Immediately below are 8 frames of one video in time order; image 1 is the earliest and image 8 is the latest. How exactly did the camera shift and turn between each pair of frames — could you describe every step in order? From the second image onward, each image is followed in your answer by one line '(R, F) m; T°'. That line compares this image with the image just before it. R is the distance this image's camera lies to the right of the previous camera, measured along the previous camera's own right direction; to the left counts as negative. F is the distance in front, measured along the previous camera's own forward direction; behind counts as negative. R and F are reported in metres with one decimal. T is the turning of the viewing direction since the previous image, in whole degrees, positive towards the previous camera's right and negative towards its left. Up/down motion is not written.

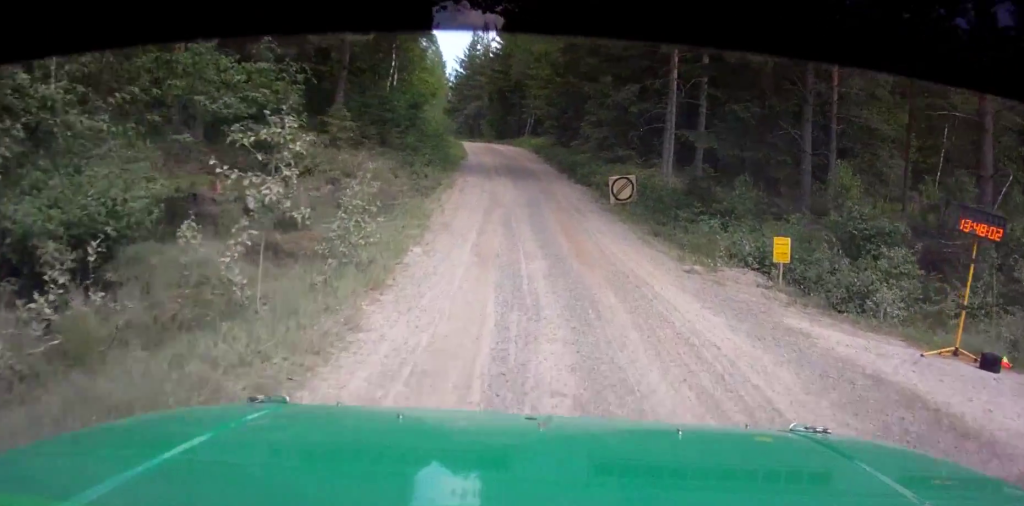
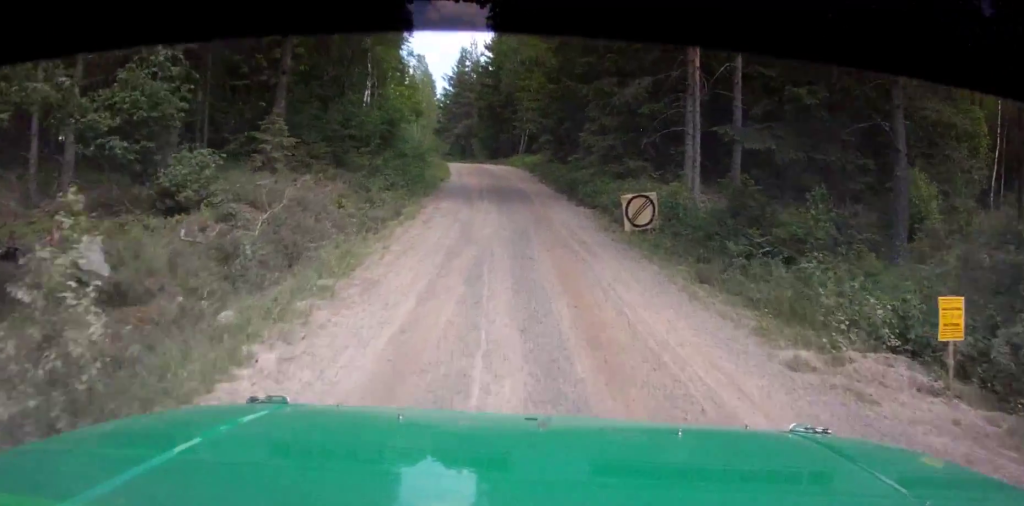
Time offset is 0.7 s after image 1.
(-0.1, +6.4) m; -2°
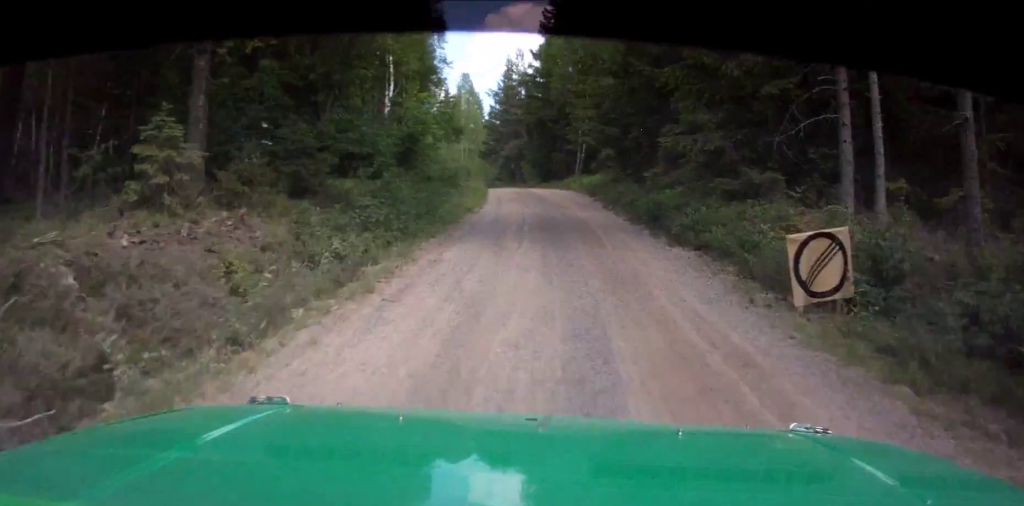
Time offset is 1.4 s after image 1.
(-0.2, +8.2) m; -2°
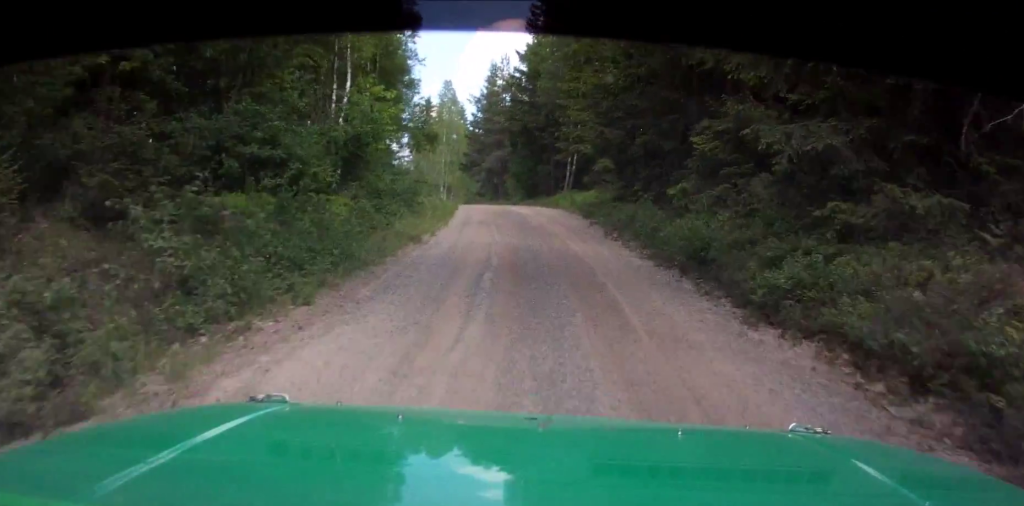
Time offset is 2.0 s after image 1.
(-0.2, +6.8) m; -1°
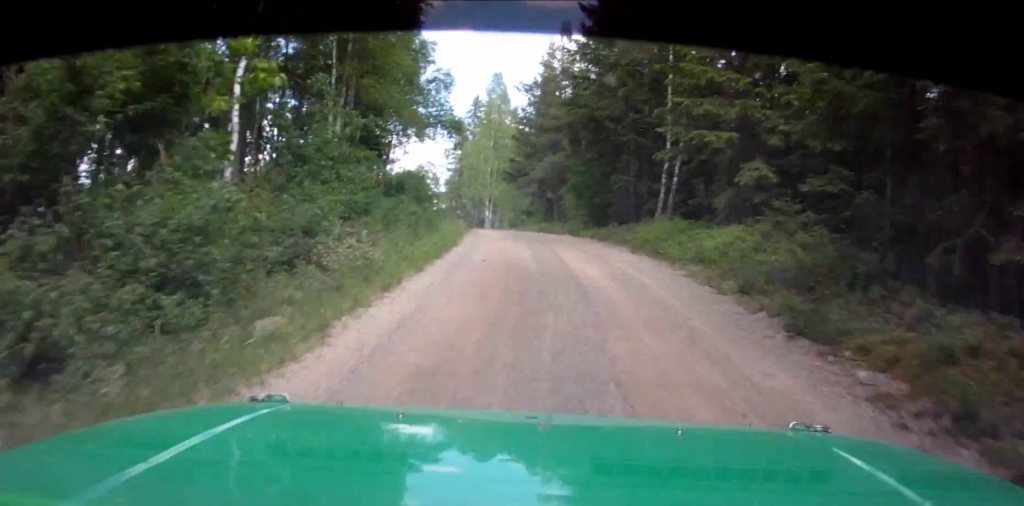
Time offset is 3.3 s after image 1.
(-0.3, +18.0) m; -2°
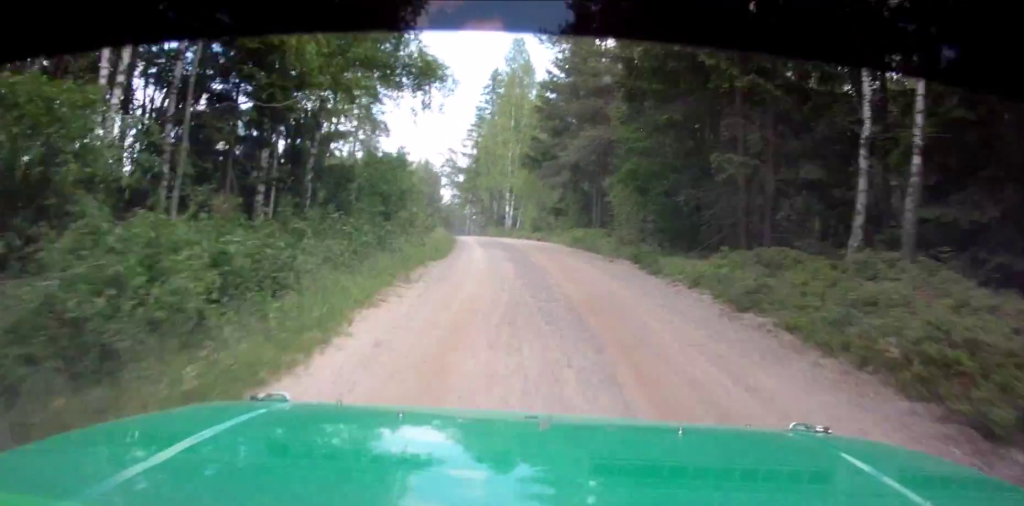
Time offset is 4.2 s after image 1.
(-0.3, +15.4) m; -1°
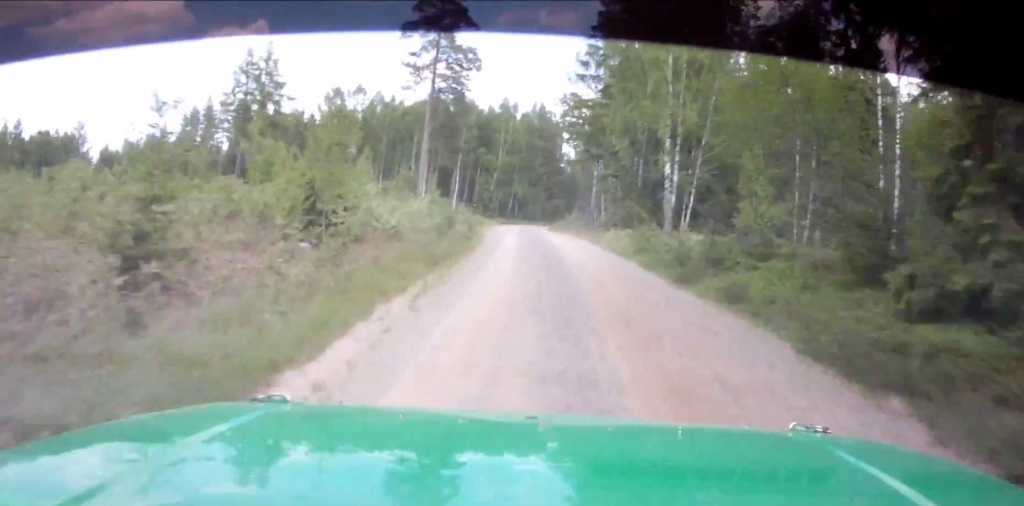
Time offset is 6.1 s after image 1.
(-1.7, +37.8) m; -6°
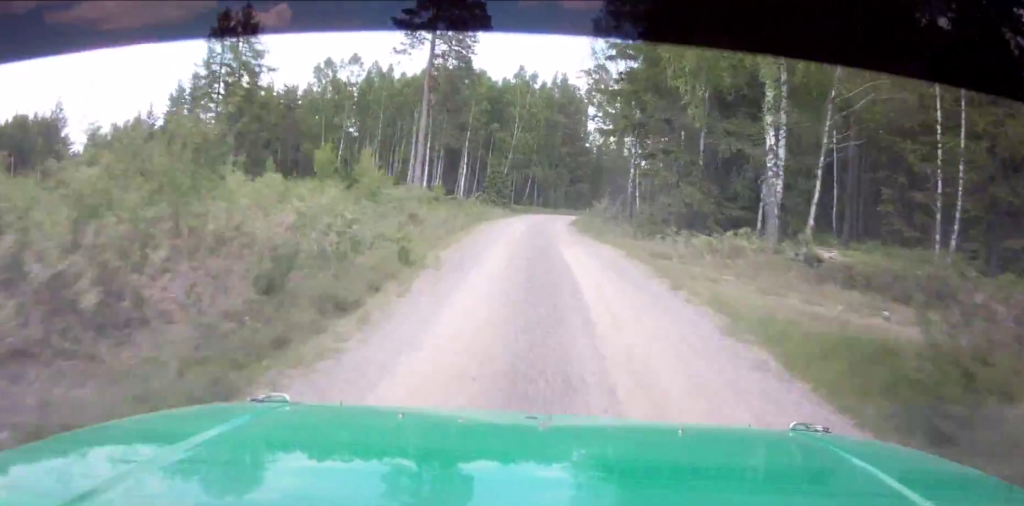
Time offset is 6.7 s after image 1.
(-0.3, +16.1) m; -1°
